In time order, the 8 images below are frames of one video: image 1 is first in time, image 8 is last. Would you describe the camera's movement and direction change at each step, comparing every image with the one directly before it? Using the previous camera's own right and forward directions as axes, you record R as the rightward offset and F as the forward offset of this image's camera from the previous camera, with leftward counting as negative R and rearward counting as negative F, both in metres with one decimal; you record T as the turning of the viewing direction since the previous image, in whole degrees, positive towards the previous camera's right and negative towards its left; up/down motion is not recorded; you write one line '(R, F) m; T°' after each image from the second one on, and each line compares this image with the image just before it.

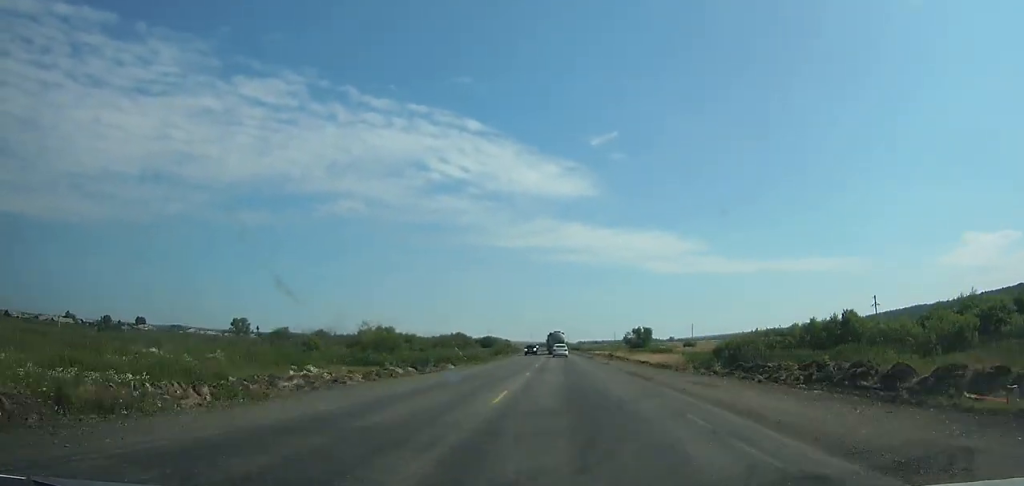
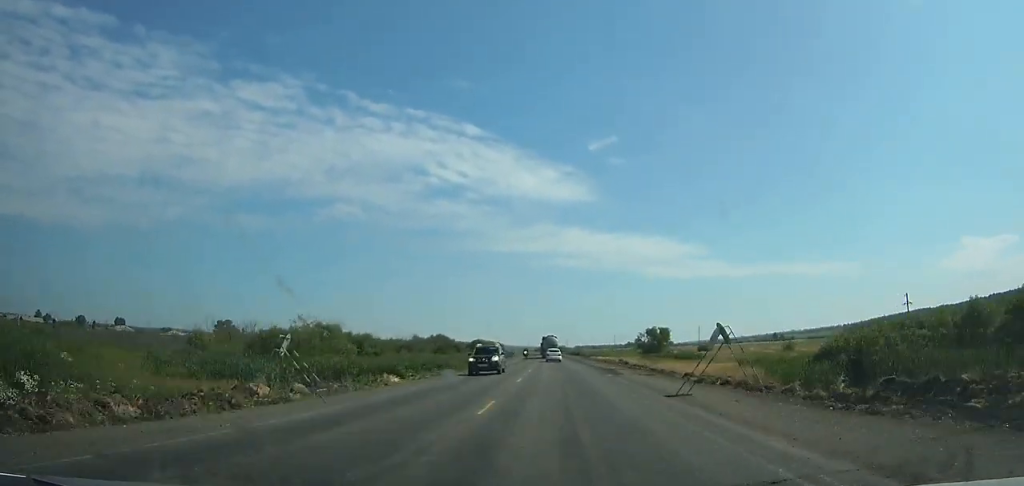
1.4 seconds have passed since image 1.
(-0.1, +25.5) m; 0°
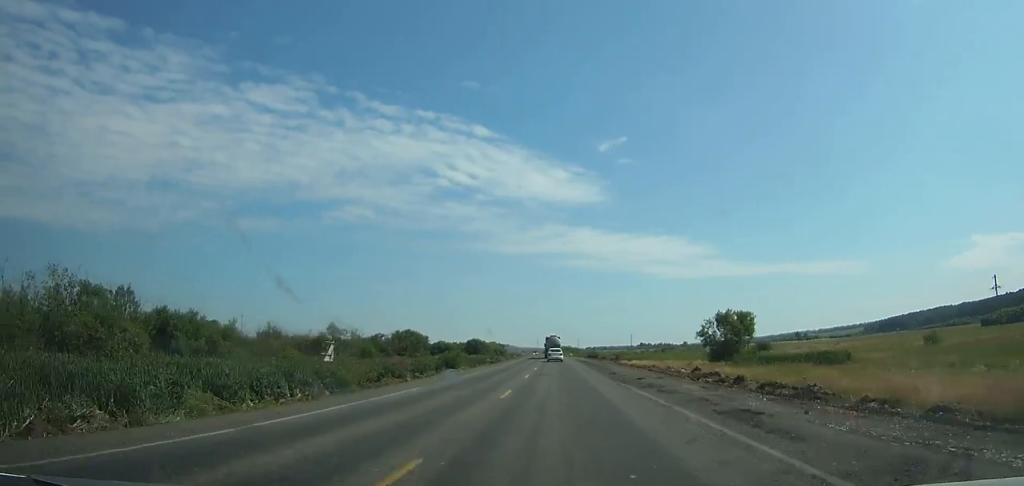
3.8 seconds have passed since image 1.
(-0.1, +44.3) m; 0°
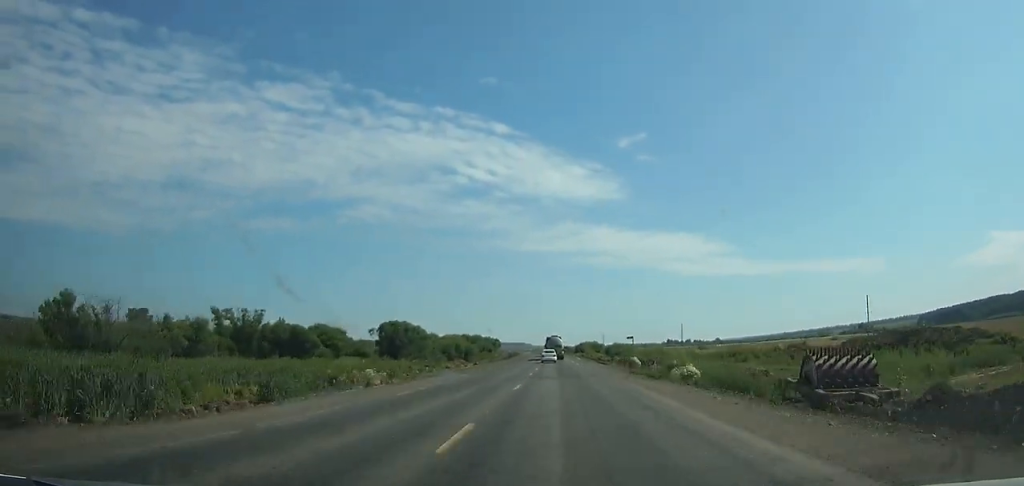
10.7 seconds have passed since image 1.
(-2.2, +130.5) m; -2°
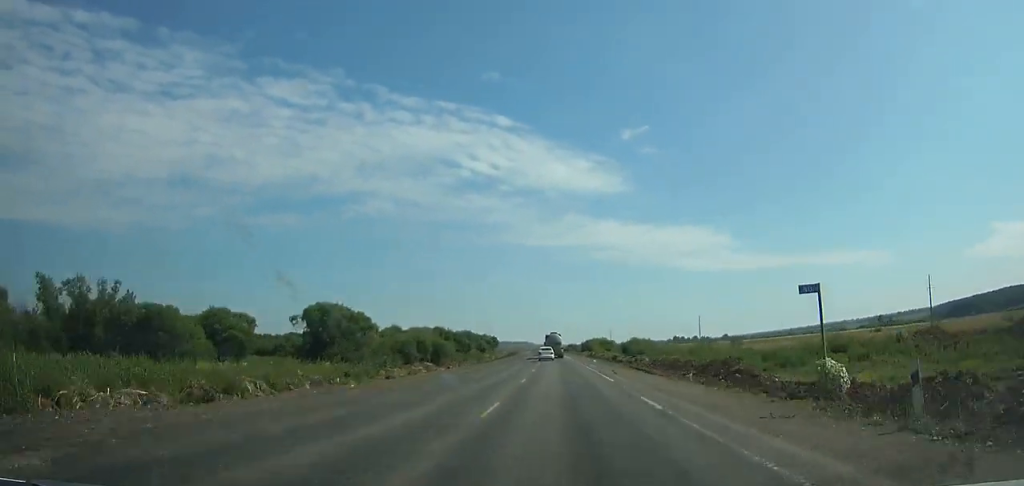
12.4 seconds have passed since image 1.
(-0.2, +33.0) m; -1°
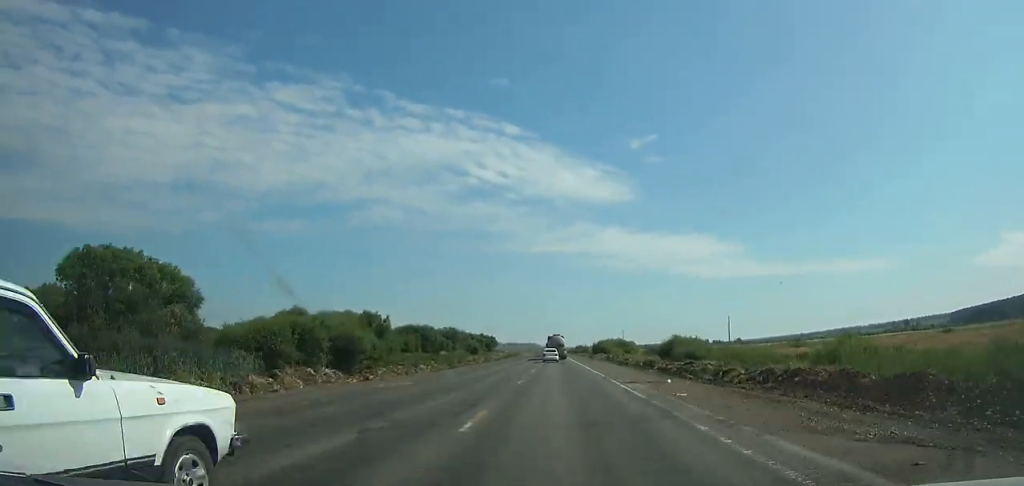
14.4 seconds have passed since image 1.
(-0.2, +39.3) m; 0°
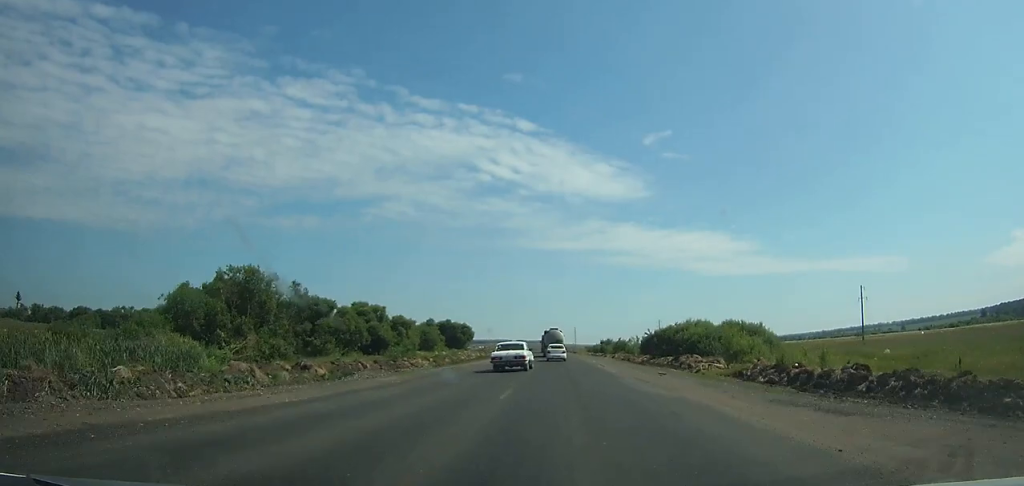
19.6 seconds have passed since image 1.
(-1.0, +103.4) m; -1°
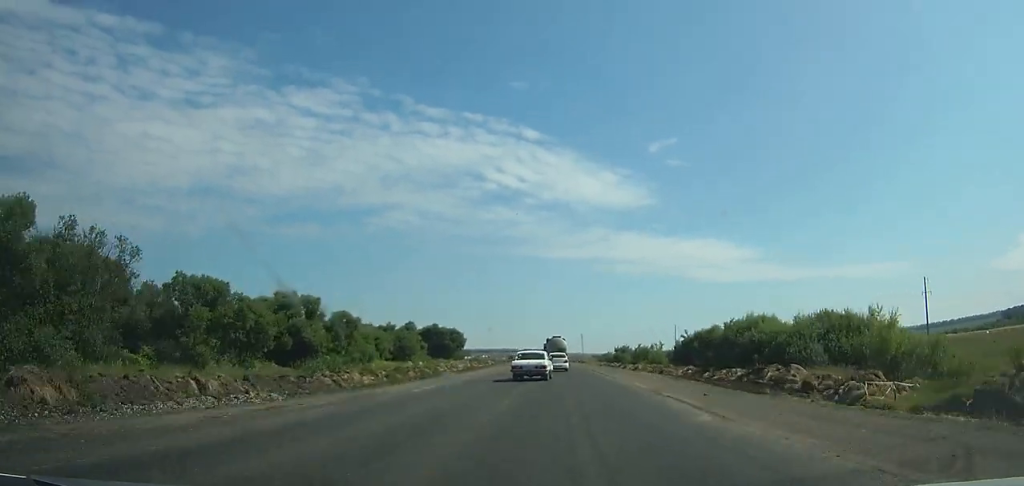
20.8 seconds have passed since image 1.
(-0.1, +23.6) m; 0°
